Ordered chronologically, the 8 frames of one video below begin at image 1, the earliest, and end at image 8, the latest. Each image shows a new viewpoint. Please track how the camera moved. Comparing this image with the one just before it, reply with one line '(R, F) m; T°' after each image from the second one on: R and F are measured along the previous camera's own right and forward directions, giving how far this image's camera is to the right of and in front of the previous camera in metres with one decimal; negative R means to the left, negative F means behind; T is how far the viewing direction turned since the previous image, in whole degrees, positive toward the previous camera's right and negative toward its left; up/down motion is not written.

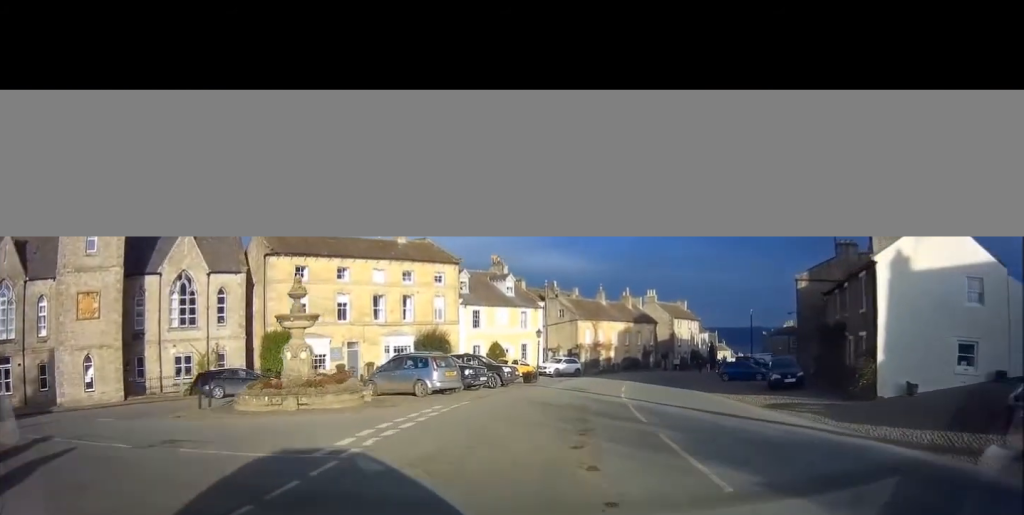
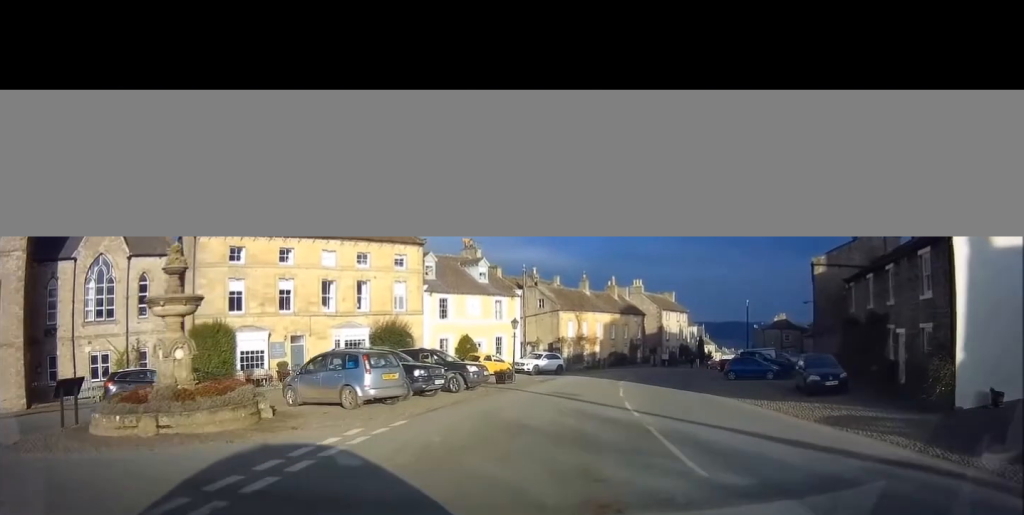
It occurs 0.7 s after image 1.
(-0.1, +5.2) m; +2°
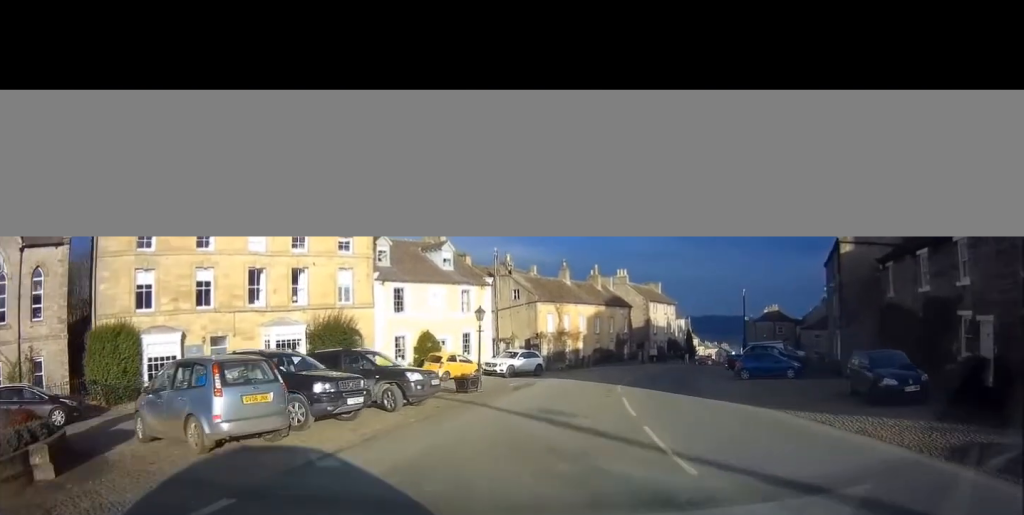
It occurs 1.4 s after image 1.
(+0.3, +6.0) m; +3°
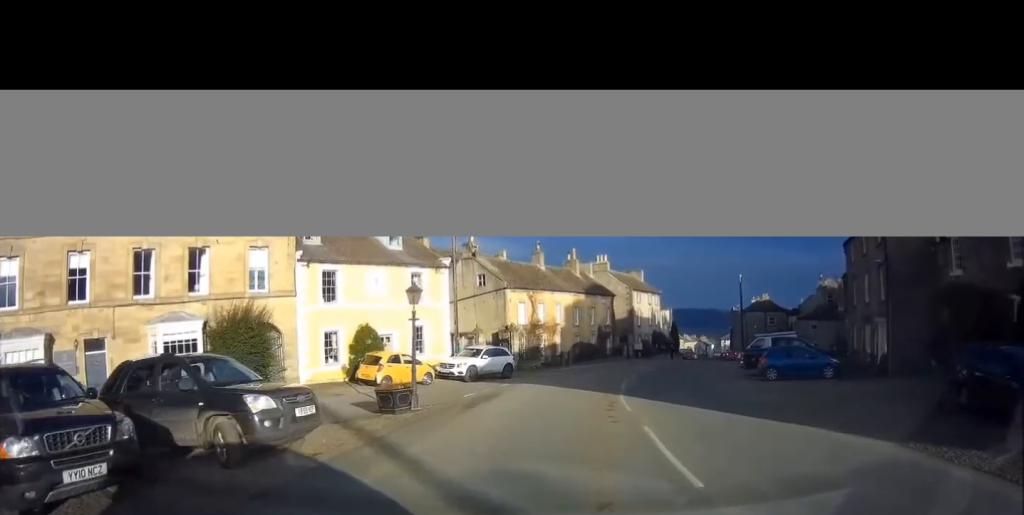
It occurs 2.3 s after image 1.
(+0.2, +6.8) m; +4°
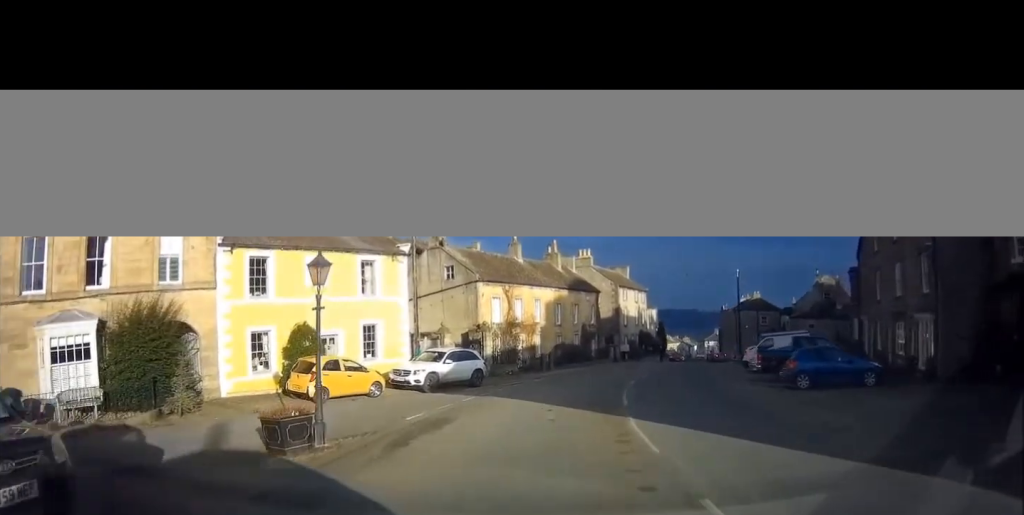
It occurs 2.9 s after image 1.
(0.0, +4.7) m; +3°
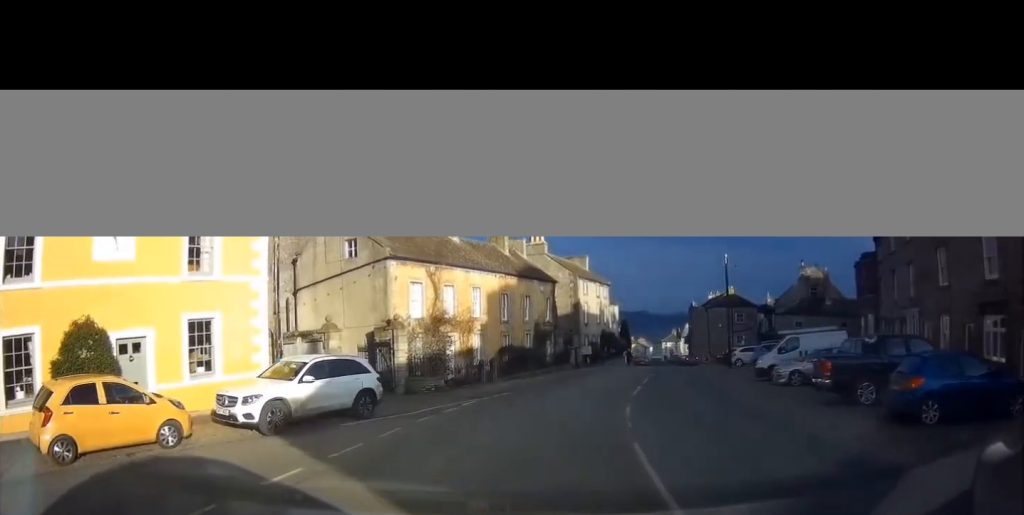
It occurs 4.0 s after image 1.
(+0.5, +8.9) m; +5°
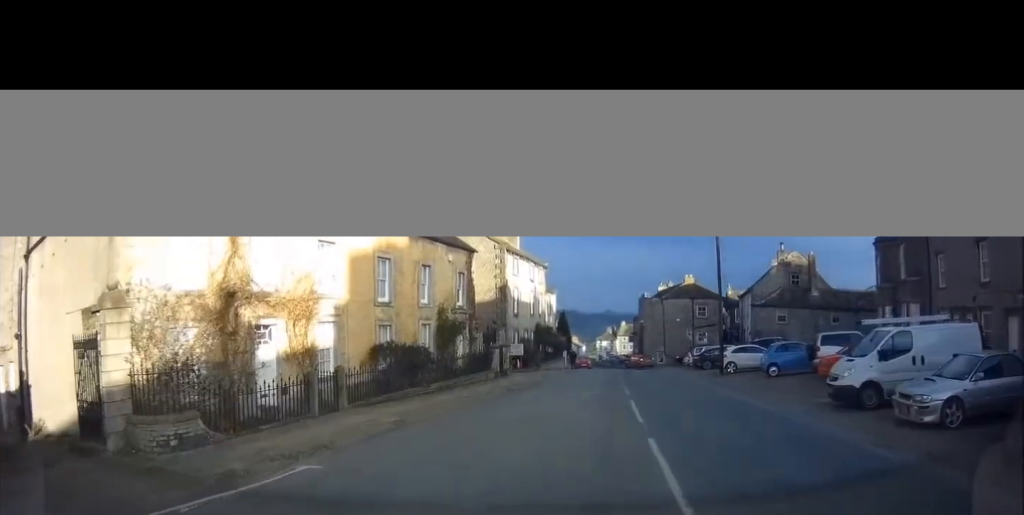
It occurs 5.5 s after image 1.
(+0.6, +11.7) m; +9°
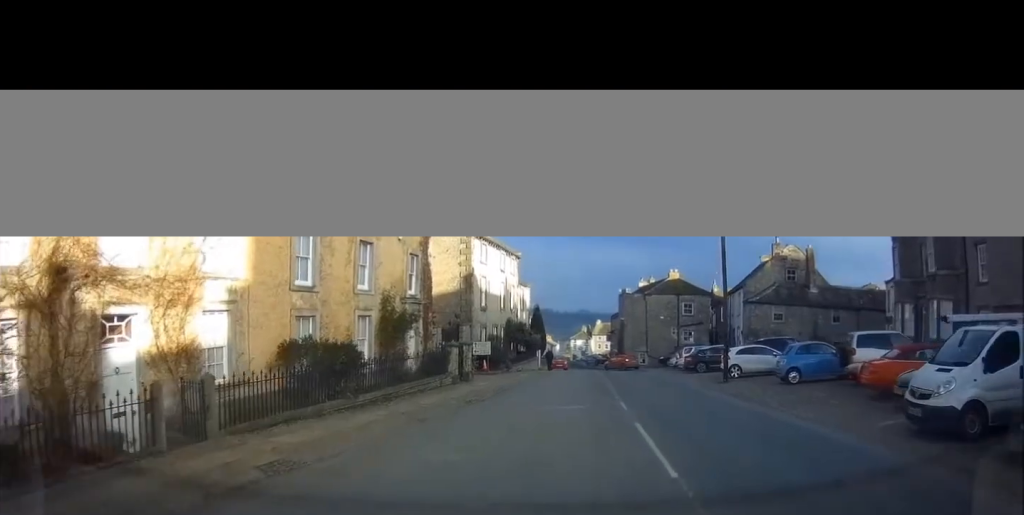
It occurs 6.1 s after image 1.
(+0.2, +4.5) m; +2°
